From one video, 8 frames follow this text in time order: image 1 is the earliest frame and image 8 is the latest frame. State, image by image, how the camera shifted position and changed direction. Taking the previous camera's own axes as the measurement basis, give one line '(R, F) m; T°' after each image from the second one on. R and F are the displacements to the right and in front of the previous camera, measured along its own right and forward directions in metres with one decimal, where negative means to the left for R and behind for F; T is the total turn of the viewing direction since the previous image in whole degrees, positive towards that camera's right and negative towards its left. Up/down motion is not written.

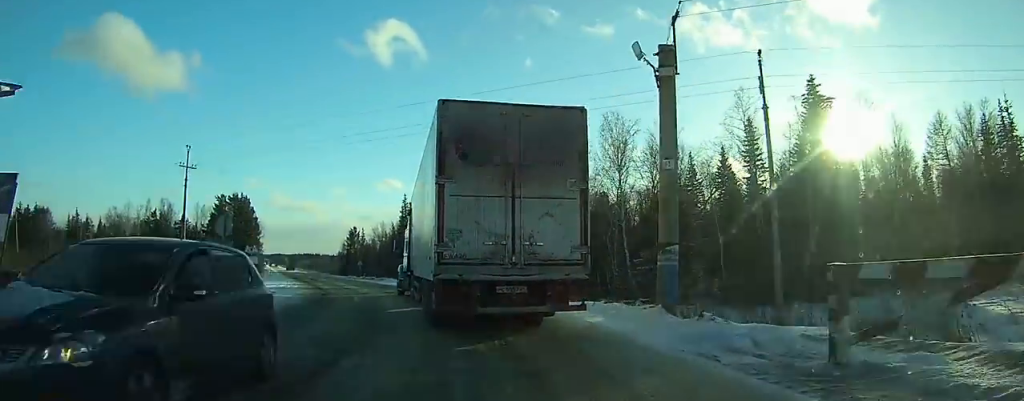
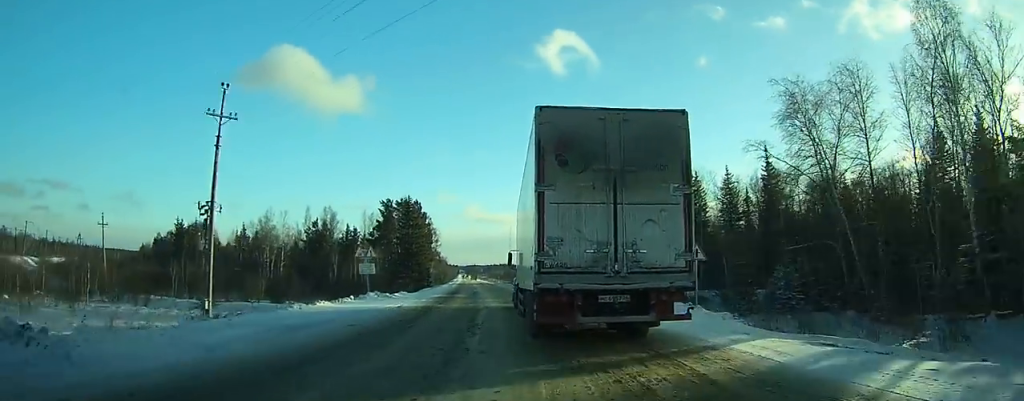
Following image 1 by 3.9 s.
(-2.3, +18.4) m; -14°
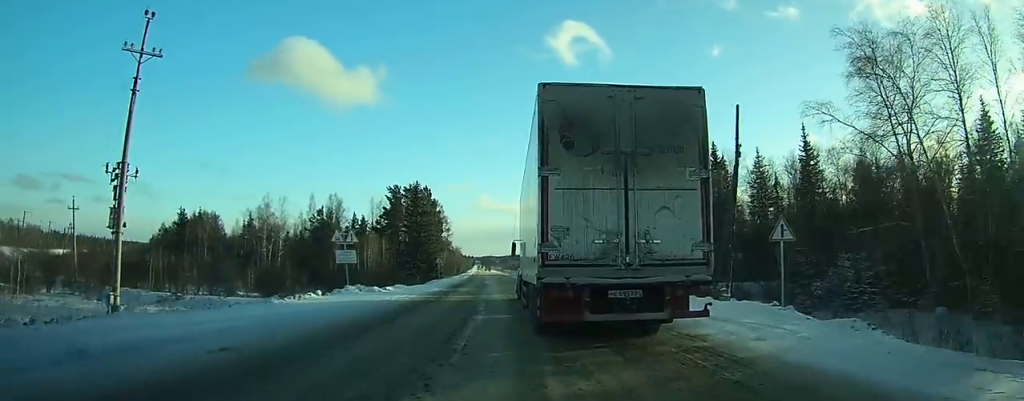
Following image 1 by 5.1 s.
(-0.3, +6.6) m; -3°
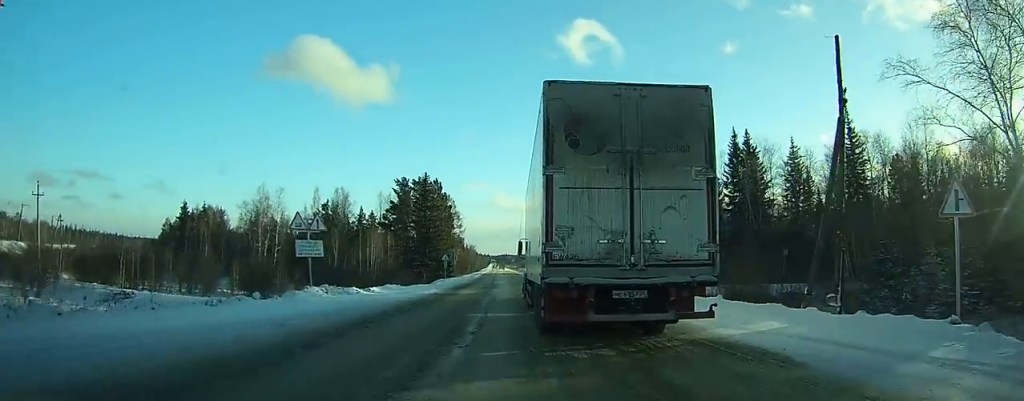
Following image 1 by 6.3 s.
(-0.1, +7.4) m; -2°
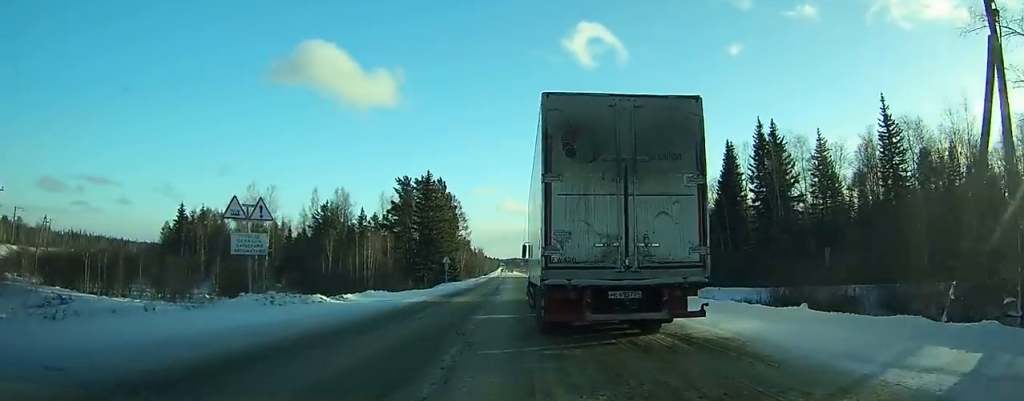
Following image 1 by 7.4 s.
(-0.1, +6.6) m; -1°
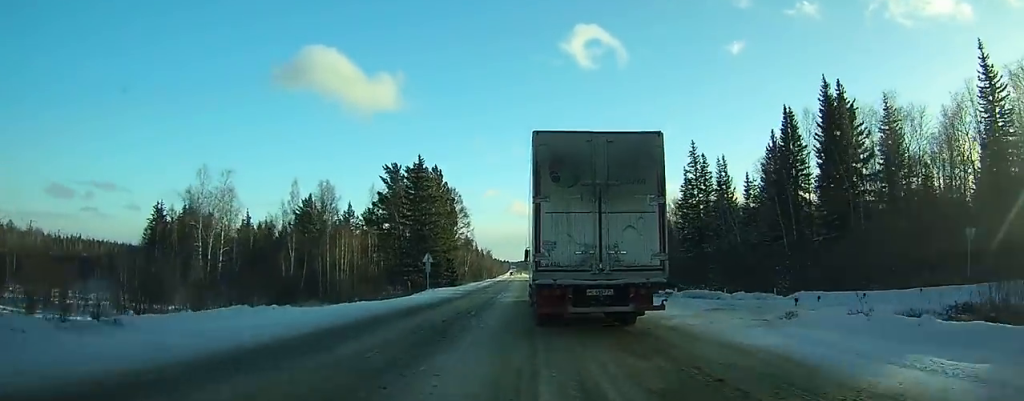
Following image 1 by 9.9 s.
(-0.4, +16.7) m; -2°
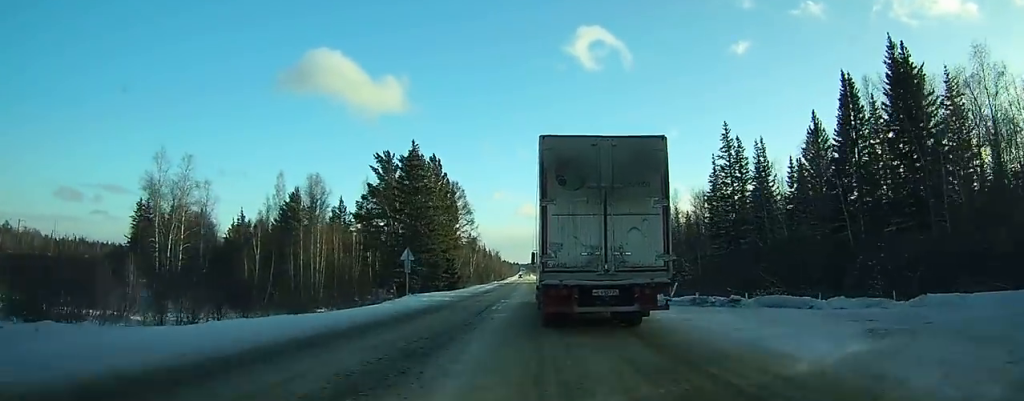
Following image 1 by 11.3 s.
(-0.1, +9.9) m; 0°
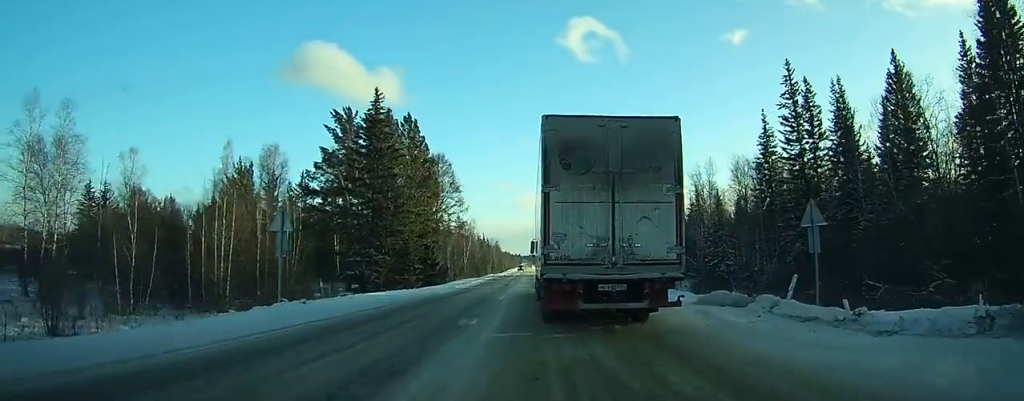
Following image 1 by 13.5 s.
(0.0, +16.6) m; 0°
